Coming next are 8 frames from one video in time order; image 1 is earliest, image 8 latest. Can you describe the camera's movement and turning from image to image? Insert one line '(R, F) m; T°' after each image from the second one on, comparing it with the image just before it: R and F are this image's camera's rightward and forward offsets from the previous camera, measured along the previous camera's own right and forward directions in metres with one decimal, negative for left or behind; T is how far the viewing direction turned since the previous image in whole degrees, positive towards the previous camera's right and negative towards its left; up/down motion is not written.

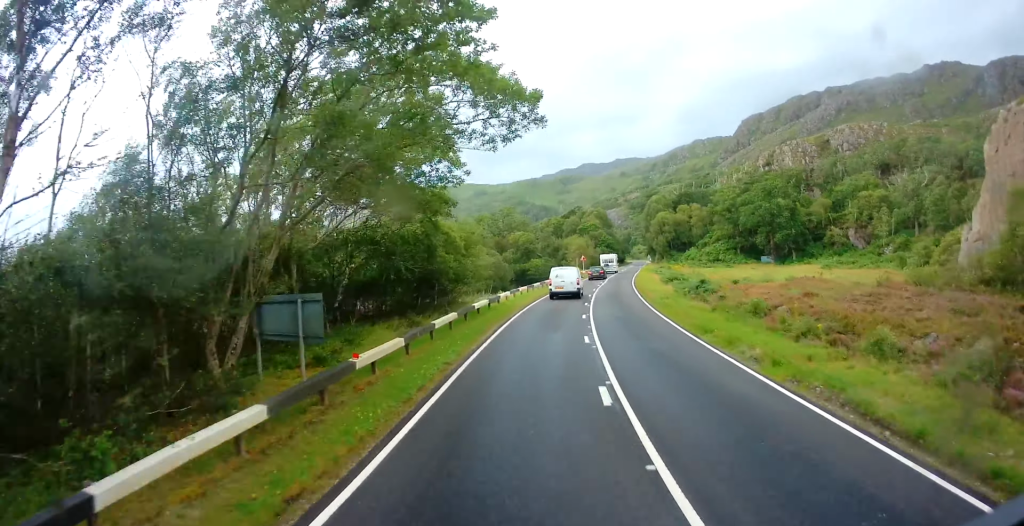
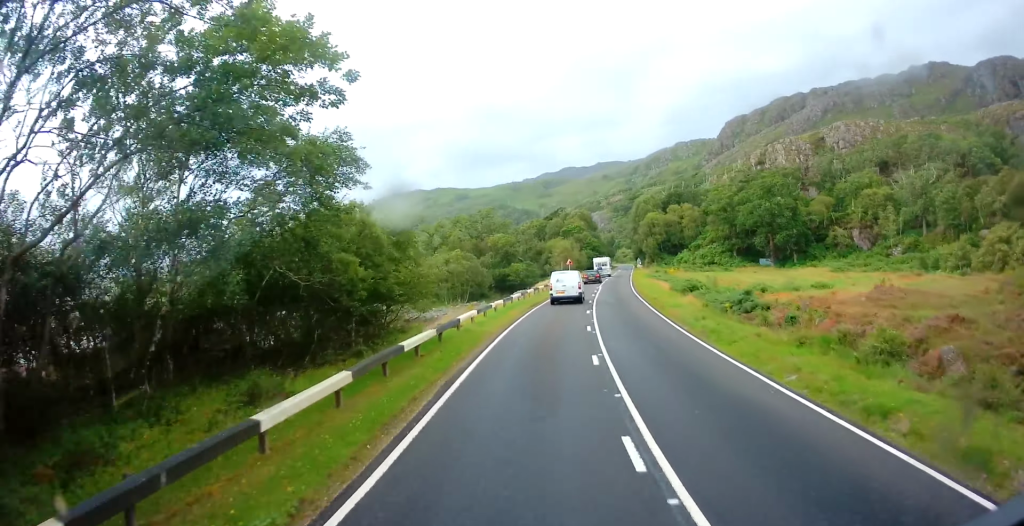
(+0.2, +8.8) m; +2°
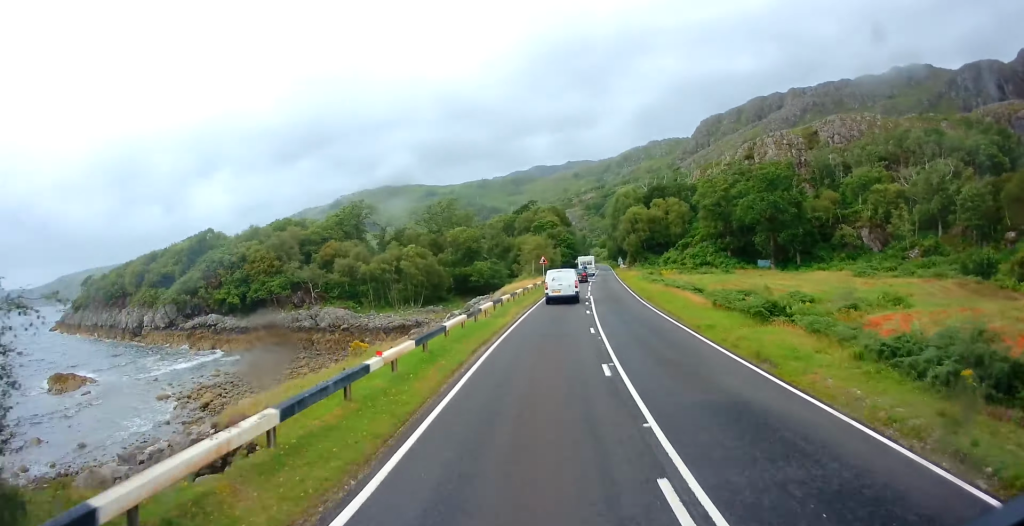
(+0.2, +13.9) m; +3°
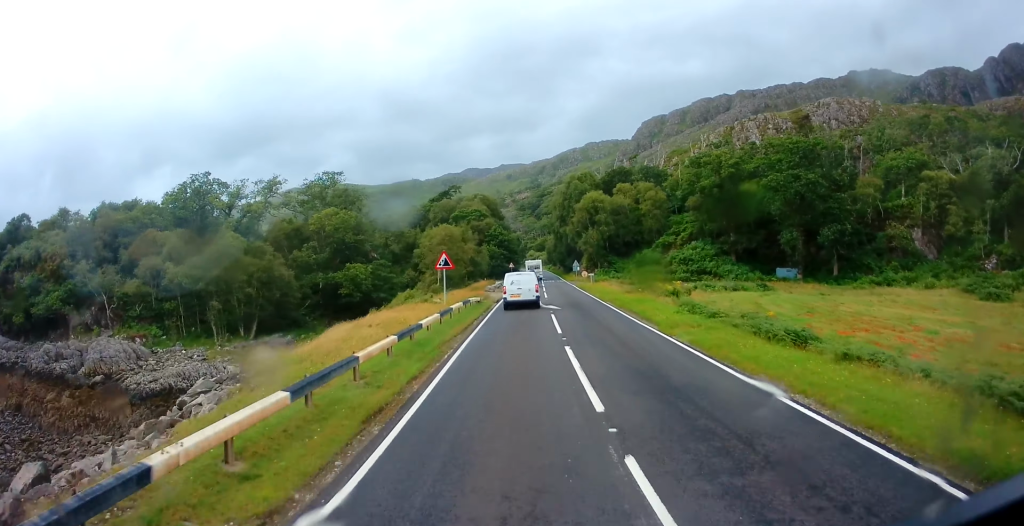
(+2.2, +33.8) m; +5°
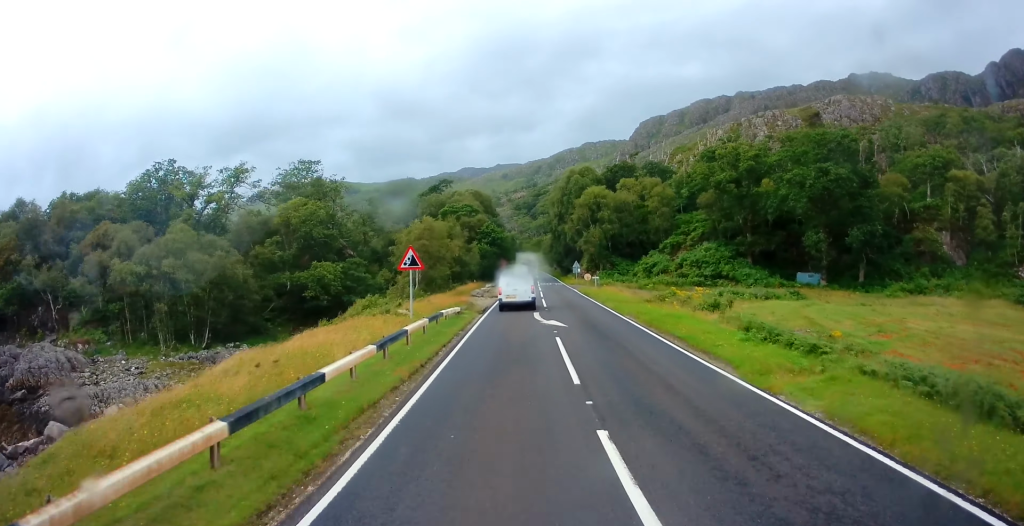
(0.0, +7.4) m; 0°
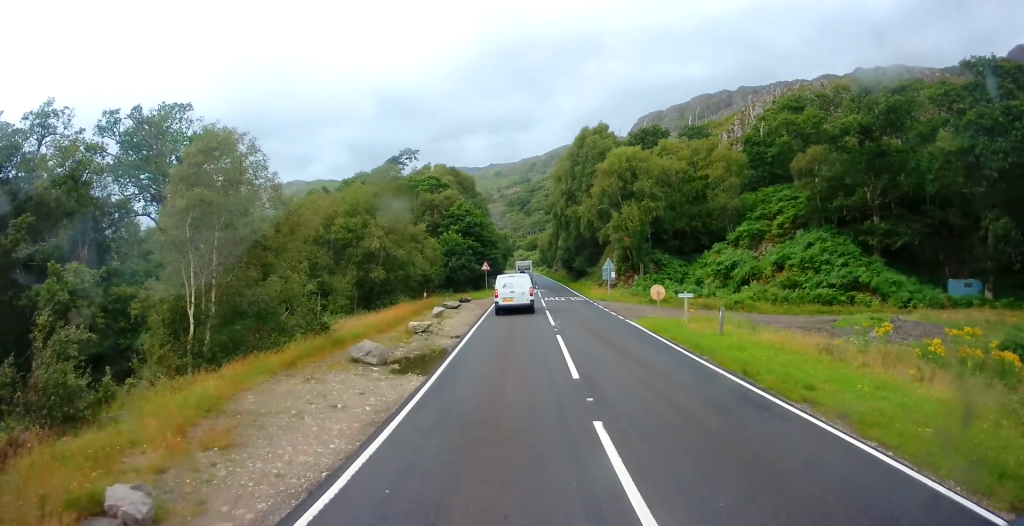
(-0.6, +27.9) m; -1°
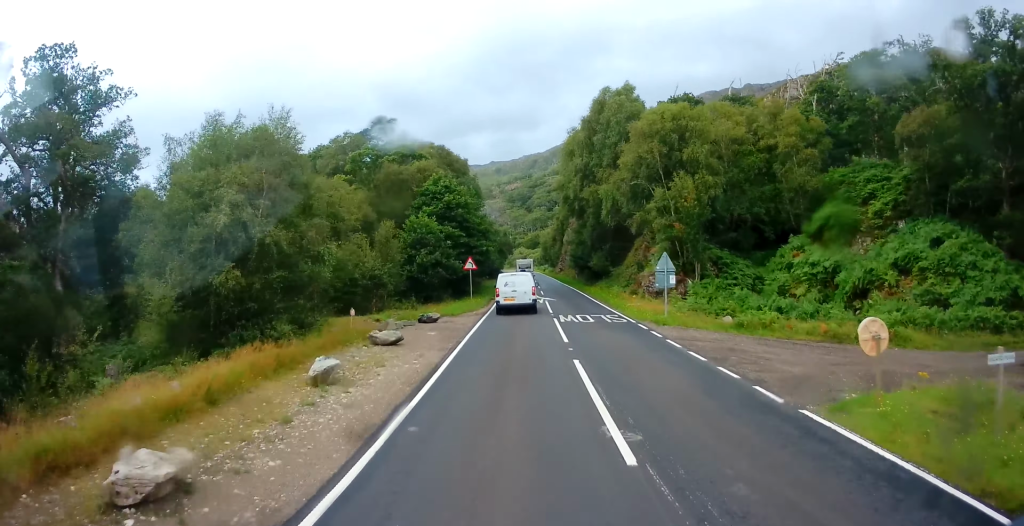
(+0.2, +14.4) m; +1°
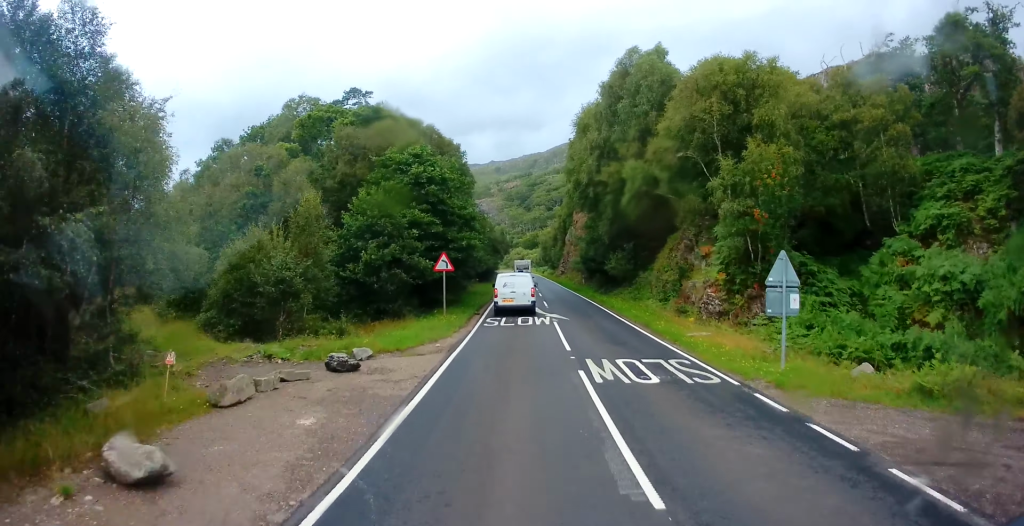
(+0.1, +10.5) m; +1°
